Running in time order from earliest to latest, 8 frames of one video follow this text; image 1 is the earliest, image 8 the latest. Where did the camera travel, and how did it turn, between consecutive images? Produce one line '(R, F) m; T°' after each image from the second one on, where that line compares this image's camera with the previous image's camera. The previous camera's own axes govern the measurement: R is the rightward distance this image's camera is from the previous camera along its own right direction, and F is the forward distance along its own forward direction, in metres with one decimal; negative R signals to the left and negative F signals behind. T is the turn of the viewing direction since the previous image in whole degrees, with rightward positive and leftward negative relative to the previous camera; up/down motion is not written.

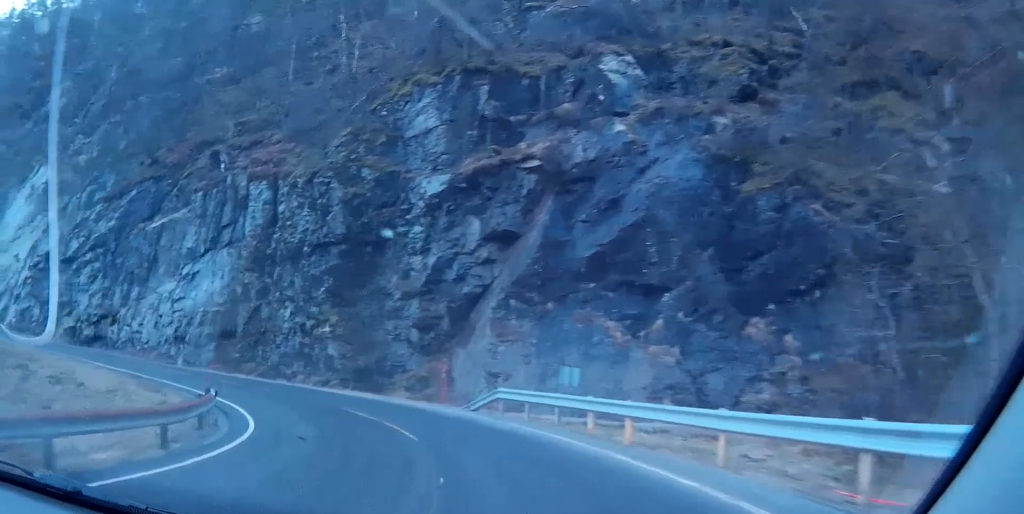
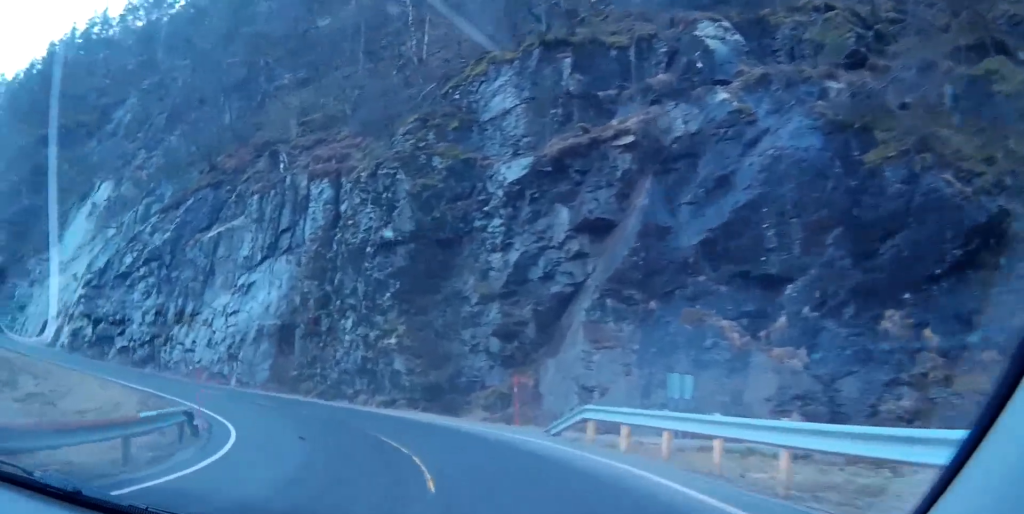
(-0.6, +6.5) m; -8°
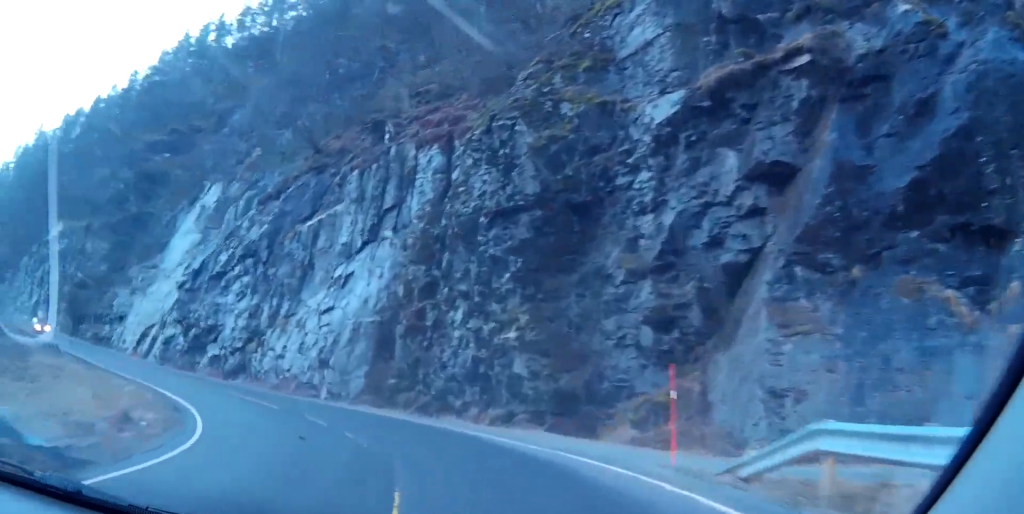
(-0.7, +9.5) m; -9°
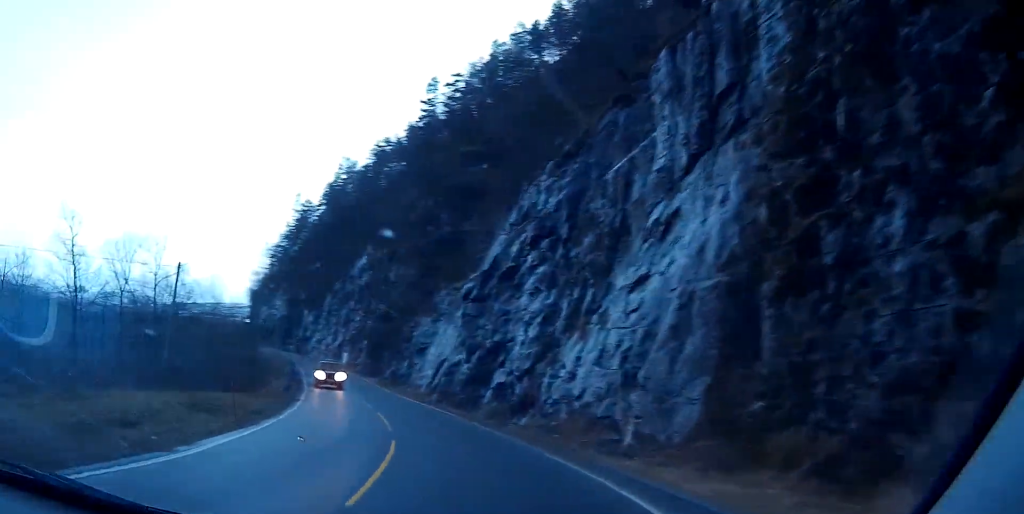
(-3.0, +18.0) m; -16°
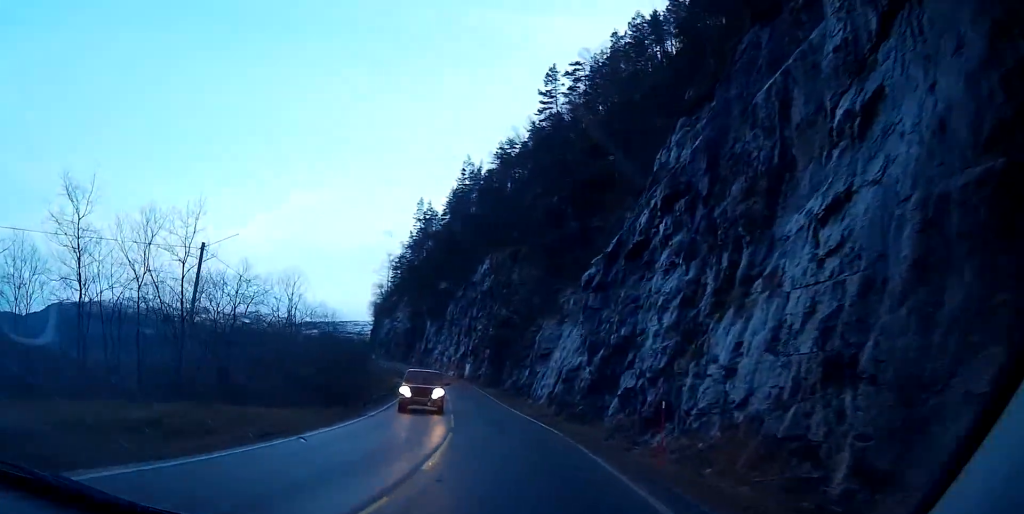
(-0.5, +7.9) m; -5°
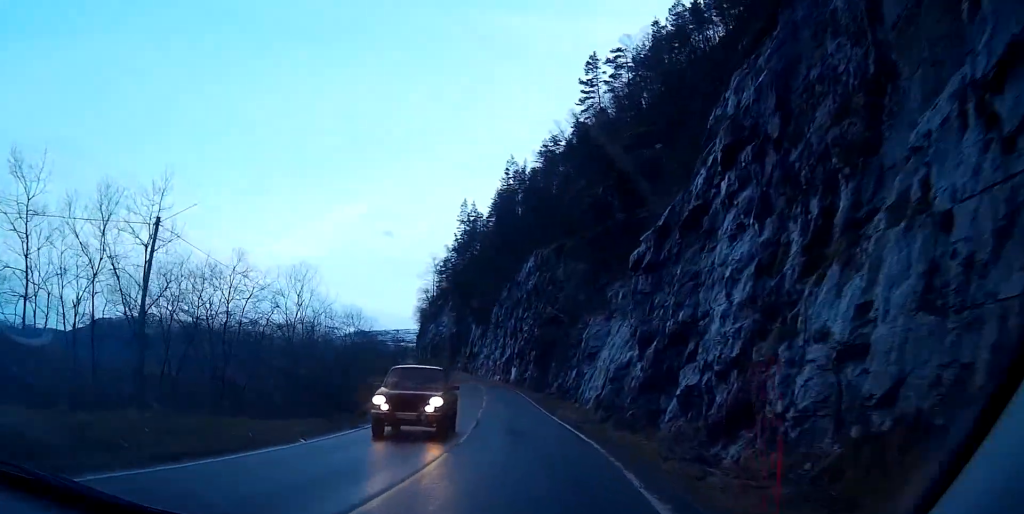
(0.0, +5.3) m; -3°
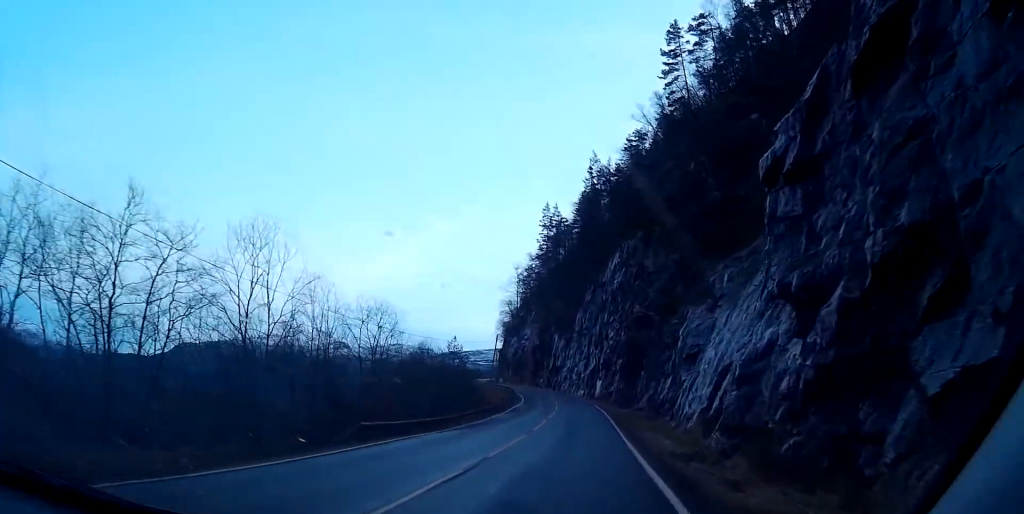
(-0.7, +12.3) m; -5°
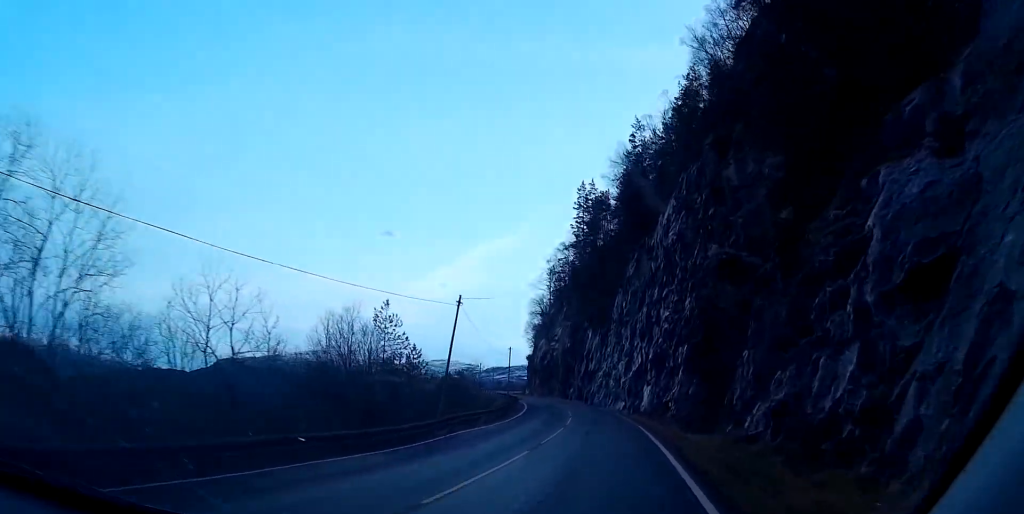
(-2.1, +23.8) m; -15°
